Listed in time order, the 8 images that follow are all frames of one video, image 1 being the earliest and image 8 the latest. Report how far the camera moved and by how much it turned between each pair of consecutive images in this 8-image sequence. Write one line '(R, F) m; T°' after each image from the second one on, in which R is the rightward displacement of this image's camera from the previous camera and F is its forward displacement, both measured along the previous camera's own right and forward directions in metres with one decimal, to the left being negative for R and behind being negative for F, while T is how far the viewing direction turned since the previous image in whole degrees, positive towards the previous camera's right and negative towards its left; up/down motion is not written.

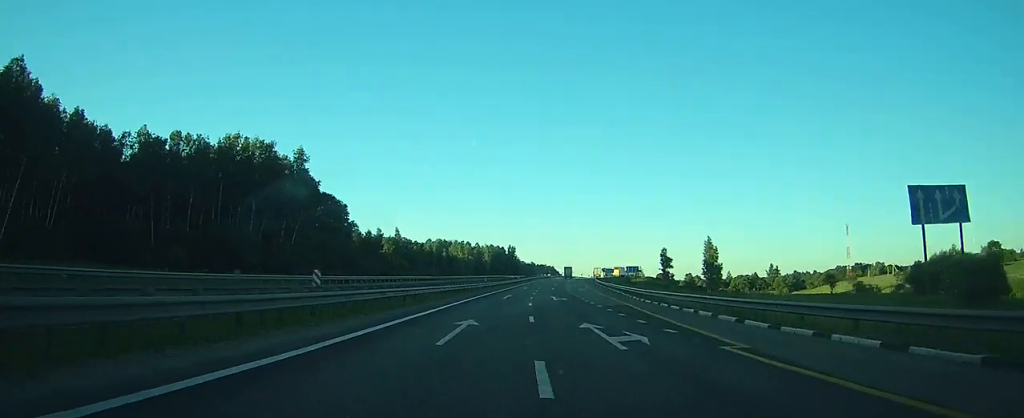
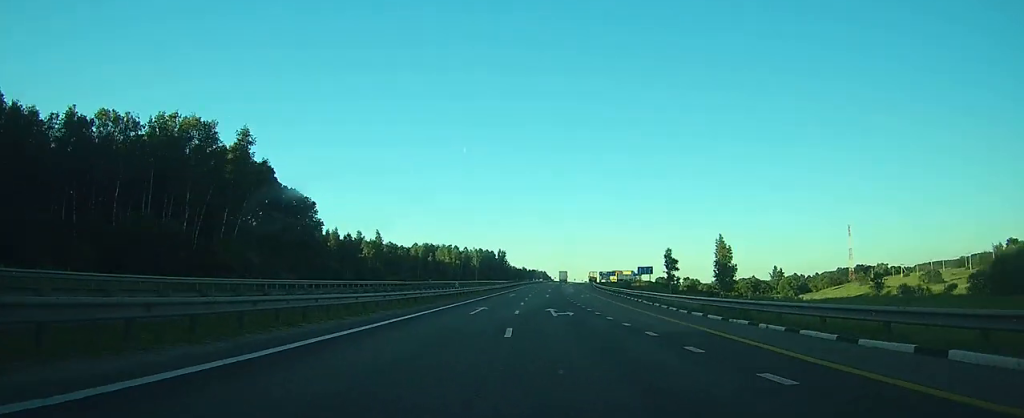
(+0.2, +16.3) m; +1°
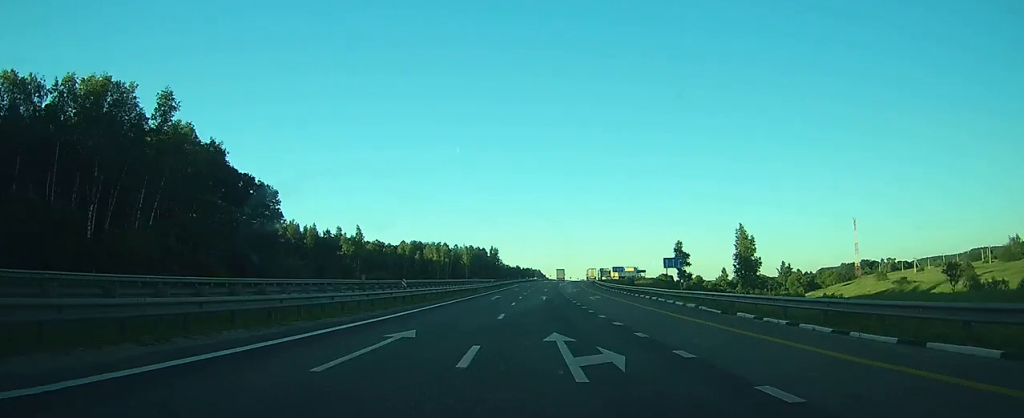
(+0.2, +17.2) m; +1°
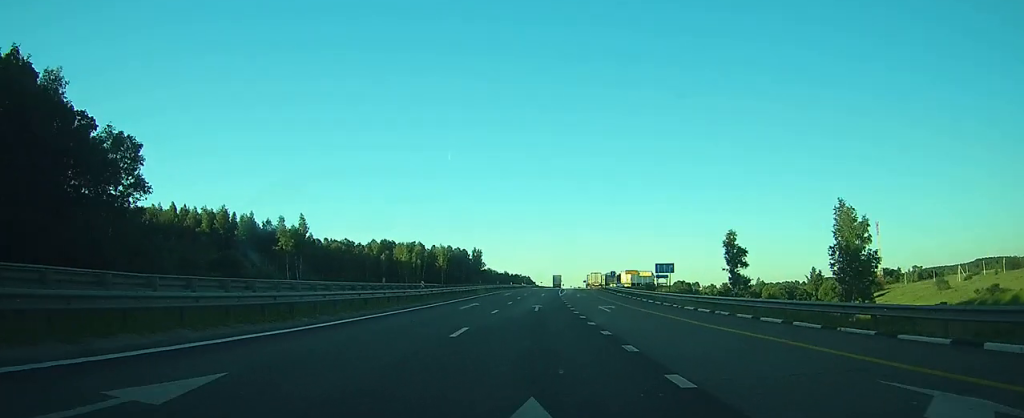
(+0.8, +42.9) m; +2°
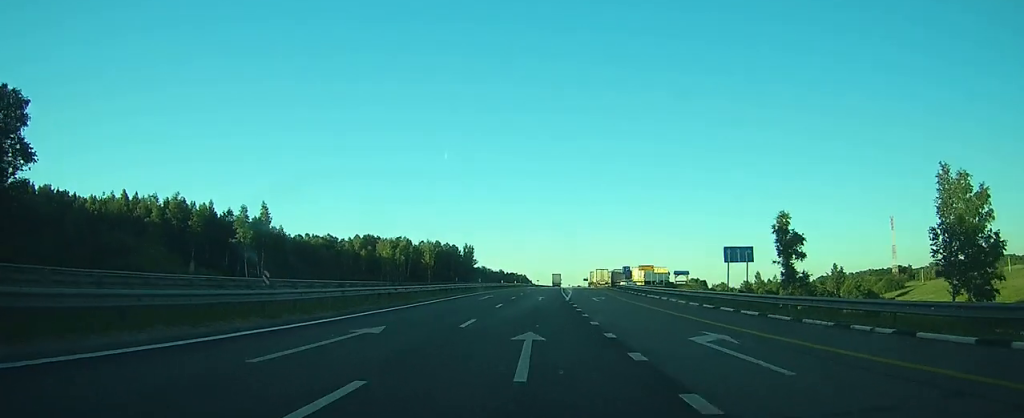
(+0.1, +21.7) m; +1°
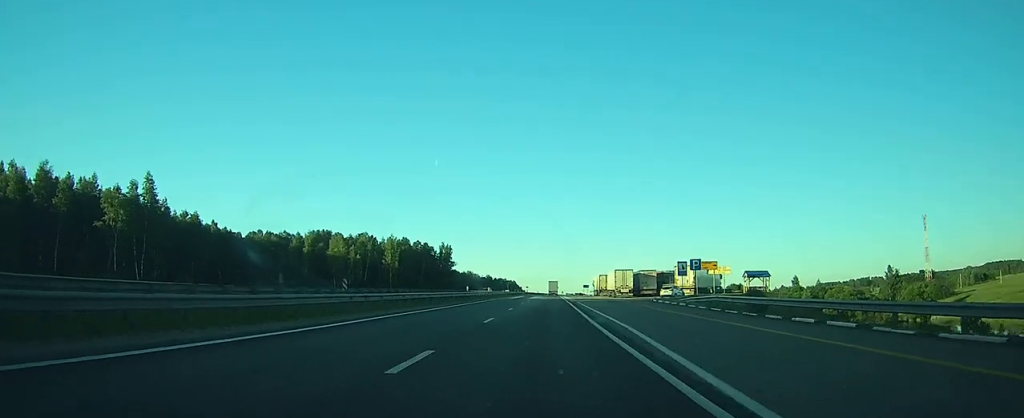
(+0.4, +44.0) m; +1°
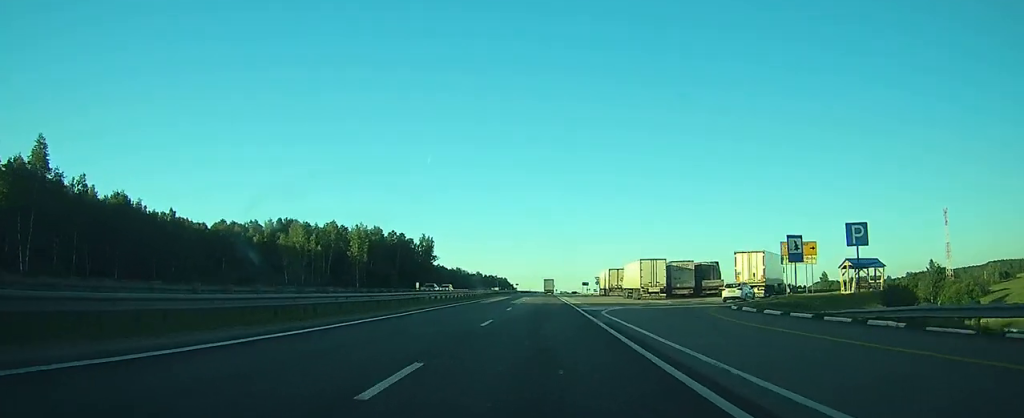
(0.0, +25.9) m; 0°
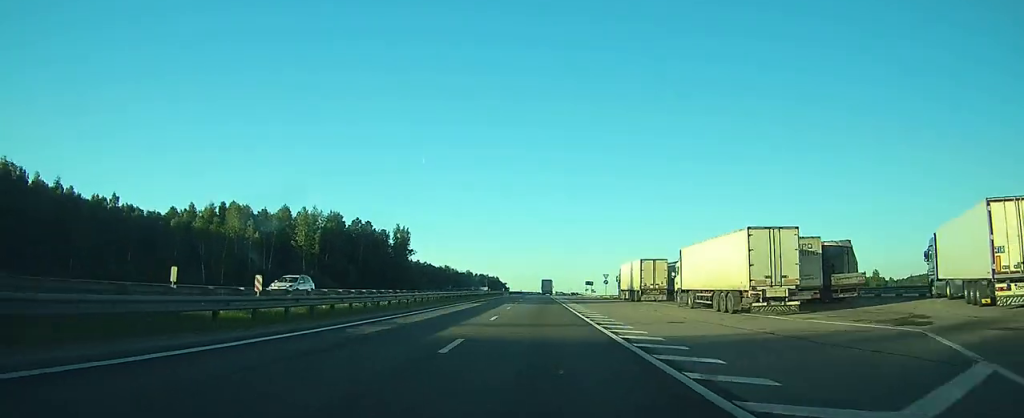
(+0.2, +31.3) m; +1°
